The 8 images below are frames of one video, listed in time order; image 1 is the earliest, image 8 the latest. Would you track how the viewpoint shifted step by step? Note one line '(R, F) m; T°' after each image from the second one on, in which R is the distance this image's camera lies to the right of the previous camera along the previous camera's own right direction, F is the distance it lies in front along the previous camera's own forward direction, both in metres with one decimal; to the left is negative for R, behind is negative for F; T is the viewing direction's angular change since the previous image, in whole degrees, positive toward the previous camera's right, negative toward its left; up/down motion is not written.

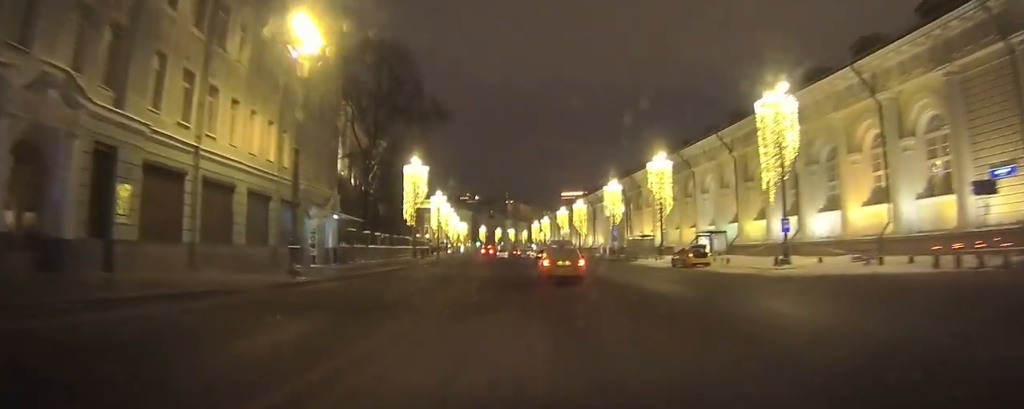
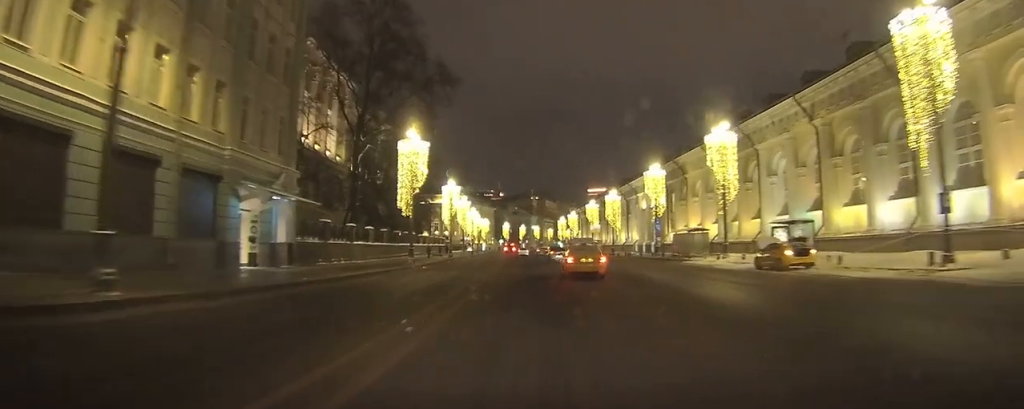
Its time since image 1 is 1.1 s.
(-0.2, +11.8) m; -1°
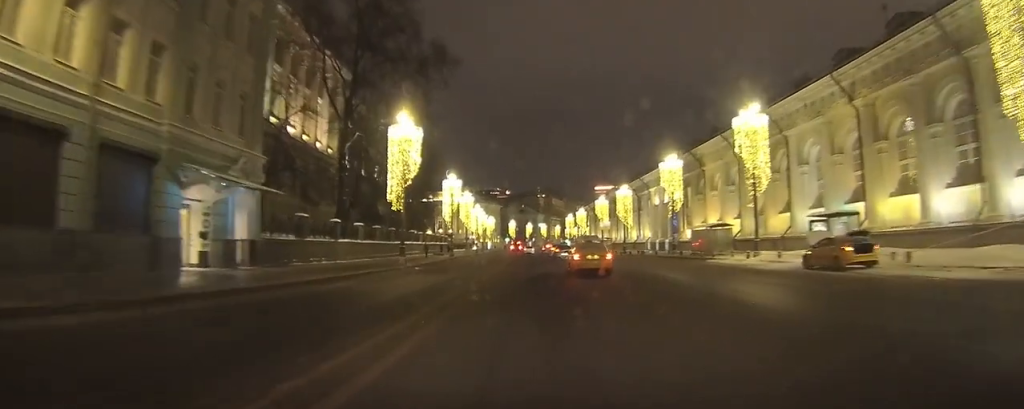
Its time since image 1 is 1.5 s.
(0.0, +4.7) m; -1°
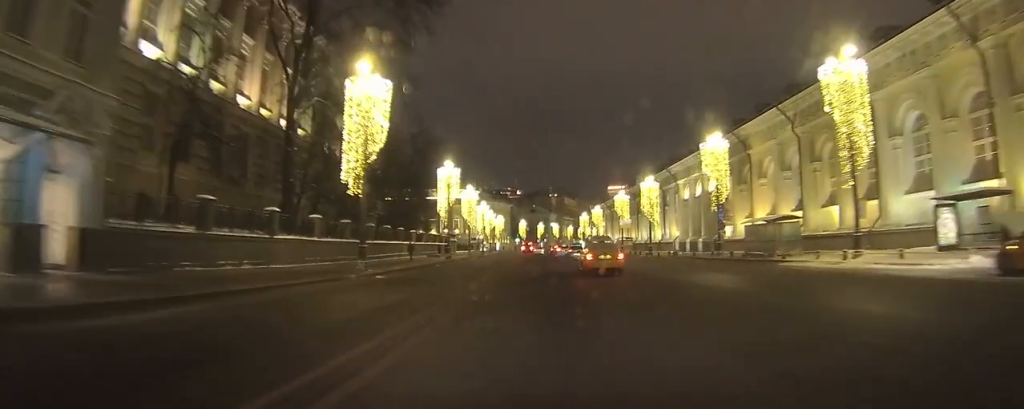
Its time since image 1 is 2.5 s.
(-0.1, +11.1) m; -1°
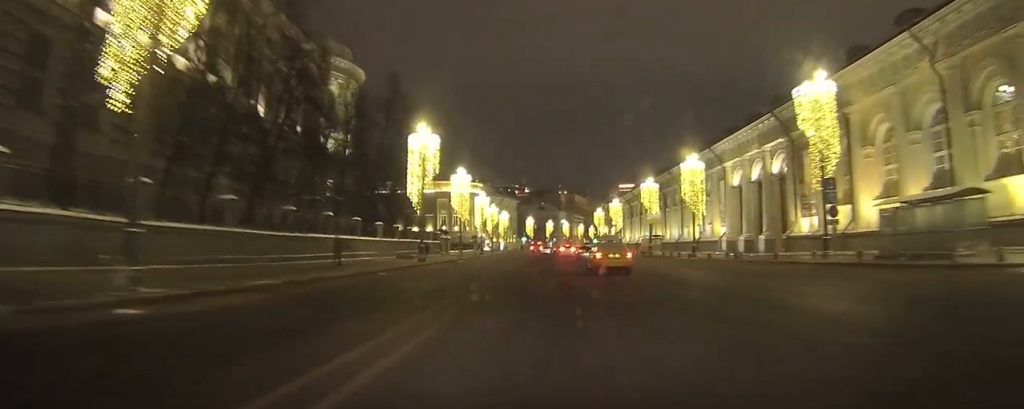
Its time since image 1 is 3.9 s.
(-0.2, +17.7) m; -1°
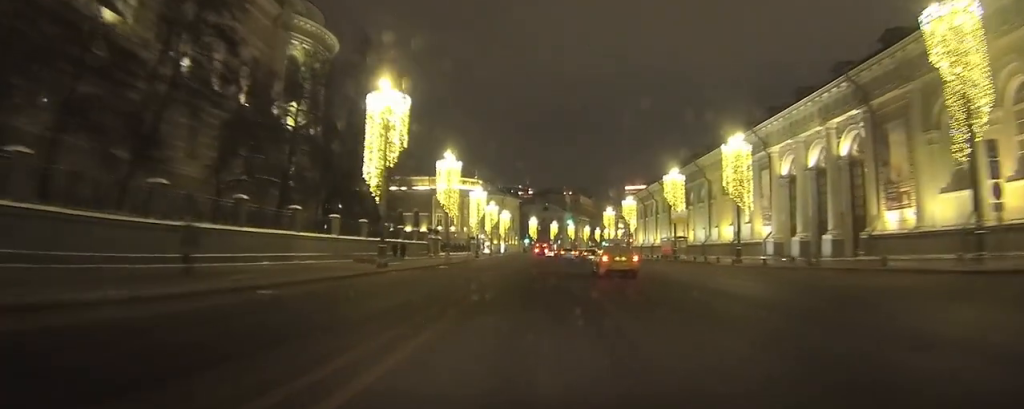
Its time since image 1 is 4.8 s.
(-0.1, +12.5) m; -1°
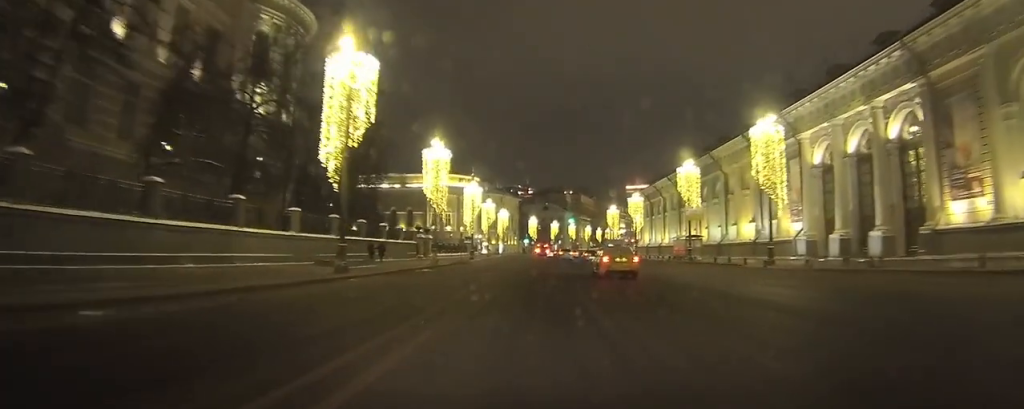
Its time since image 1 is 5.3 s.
(0.0, +6.8) m; 0°
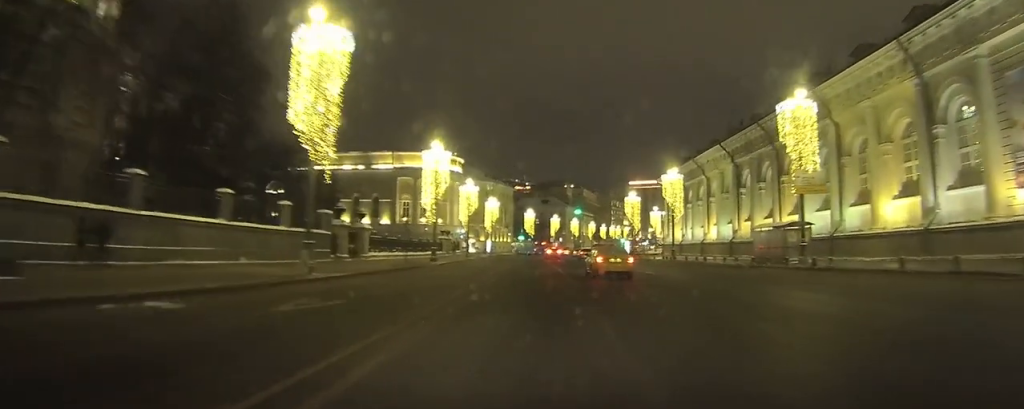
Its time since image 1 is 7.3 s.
(+0.2, +27.9) m; +1°
